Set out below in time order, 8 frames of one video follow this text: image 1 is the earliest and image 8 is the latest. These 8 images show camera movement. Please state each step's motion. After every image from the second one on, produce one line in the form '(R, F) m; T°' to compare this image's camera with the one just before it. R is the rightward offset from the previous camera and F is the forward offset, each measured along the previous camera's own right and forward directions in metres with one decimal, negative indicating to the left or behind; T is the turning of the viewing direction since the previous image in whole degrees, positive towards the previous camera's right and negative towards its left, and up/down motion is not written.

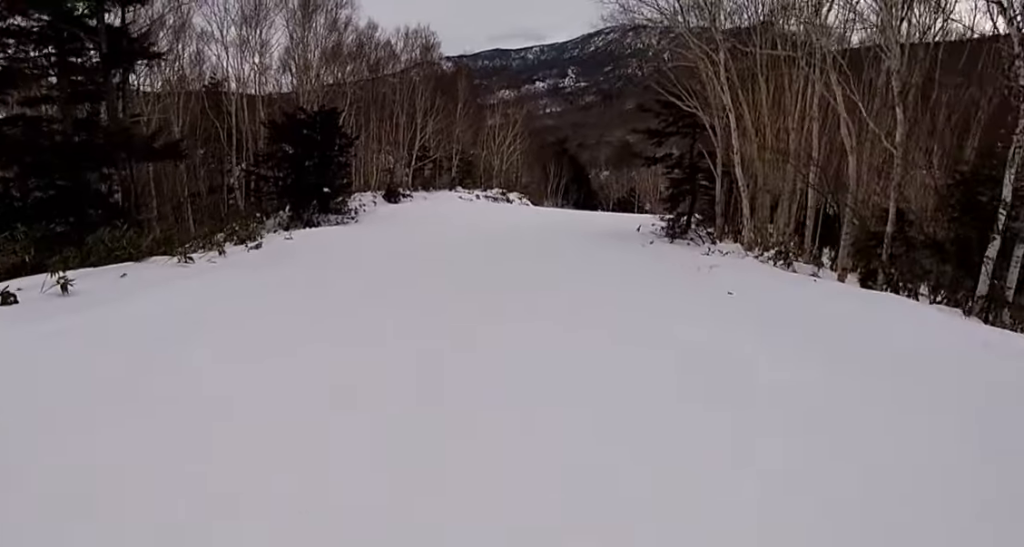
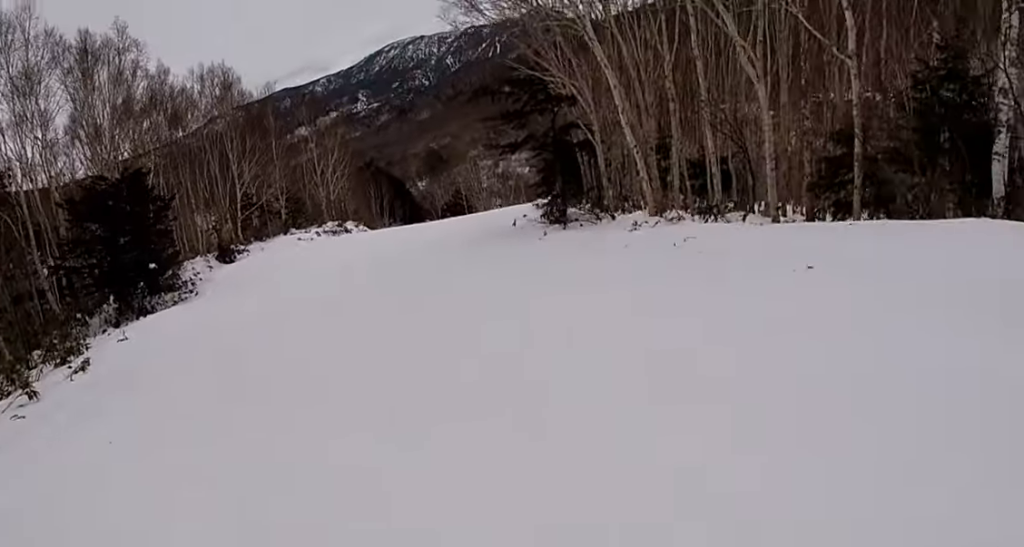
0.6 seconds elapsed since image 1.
(-0.9, +4.5) m; +6°
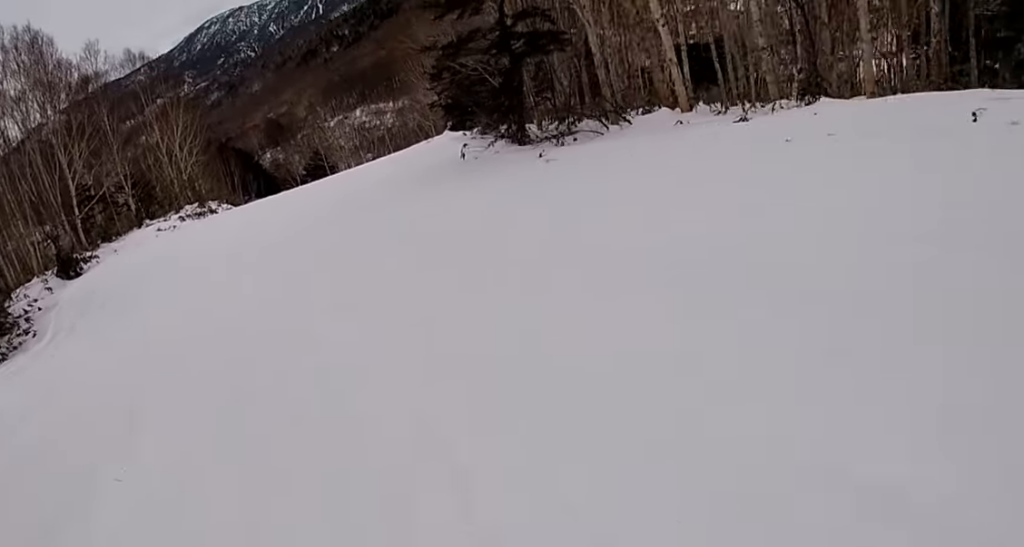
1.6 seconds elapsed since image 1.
(+2.4, +7.3) m; +20°
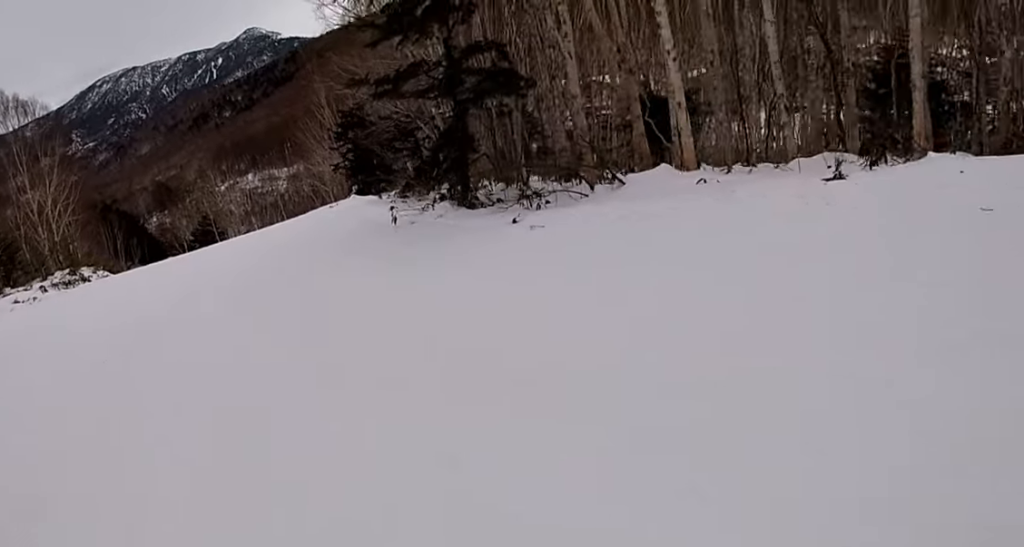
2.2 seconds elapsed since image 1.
(+0.2, +4.5) m; -7°
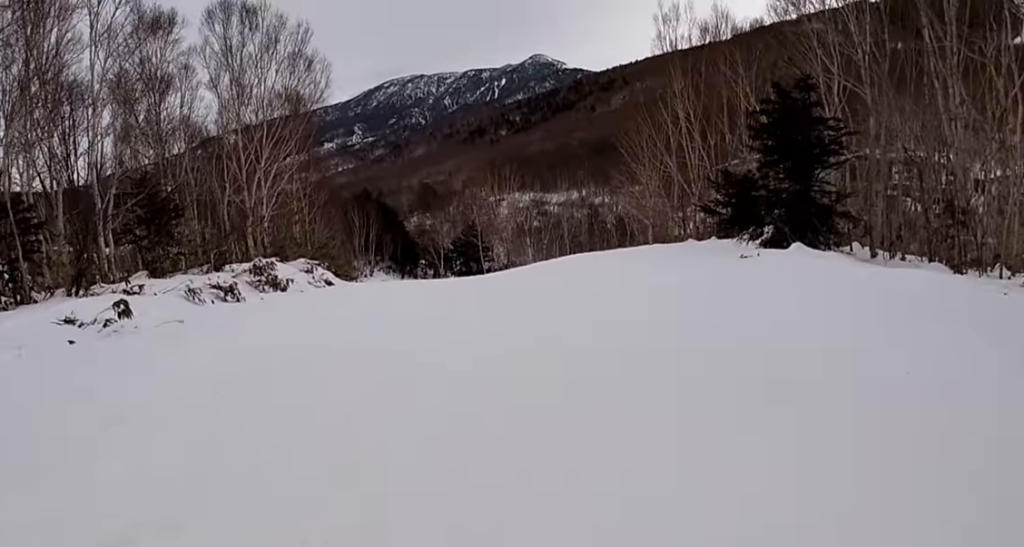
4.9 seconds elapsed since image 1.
(-4.0, +17.4) m; -10°
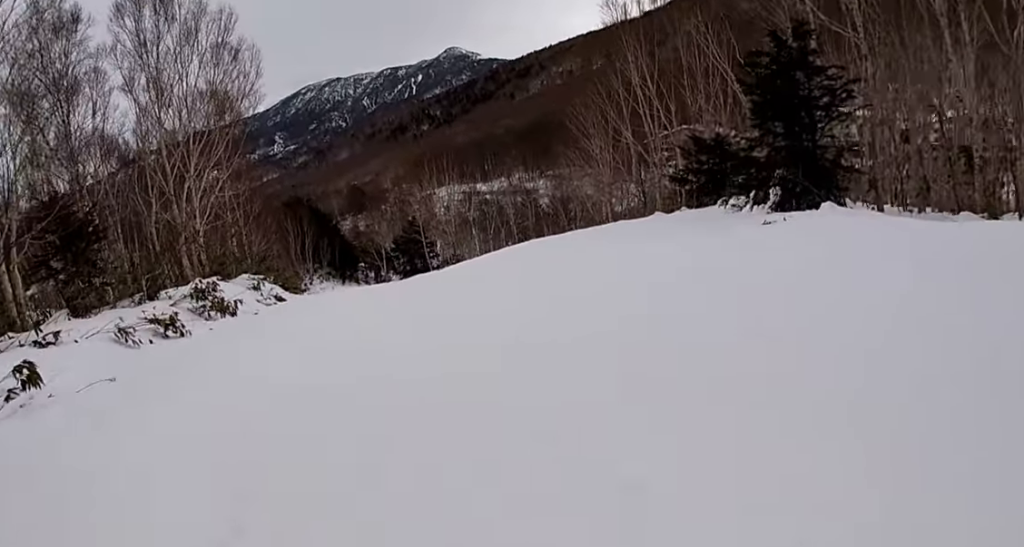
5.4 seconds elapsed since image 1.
(-0.7, +3.6) m; +13°
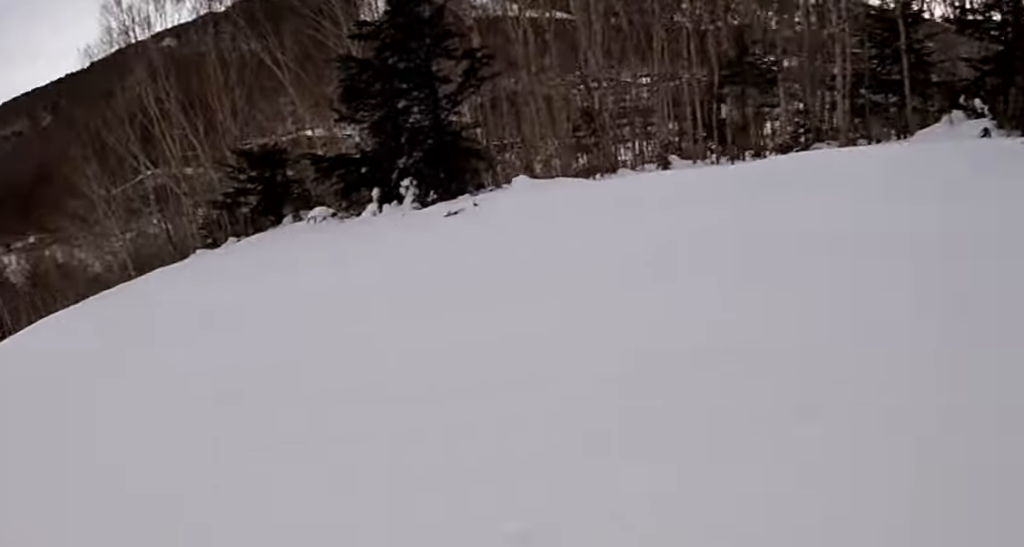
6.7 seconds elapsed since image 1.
(+3.2, +8.0) m; +18°
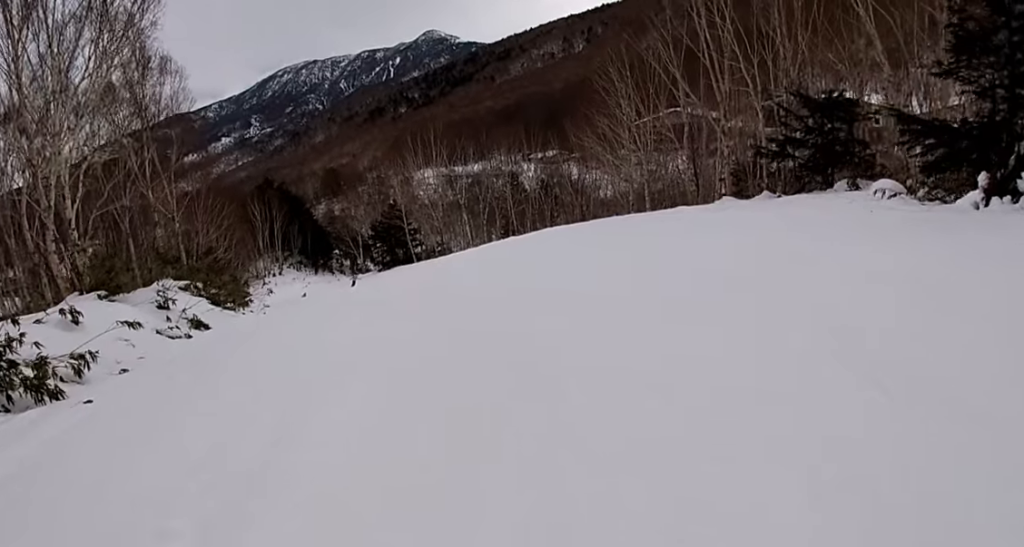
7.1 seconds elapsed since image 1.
(-0.5, +3.3) m; -5°
